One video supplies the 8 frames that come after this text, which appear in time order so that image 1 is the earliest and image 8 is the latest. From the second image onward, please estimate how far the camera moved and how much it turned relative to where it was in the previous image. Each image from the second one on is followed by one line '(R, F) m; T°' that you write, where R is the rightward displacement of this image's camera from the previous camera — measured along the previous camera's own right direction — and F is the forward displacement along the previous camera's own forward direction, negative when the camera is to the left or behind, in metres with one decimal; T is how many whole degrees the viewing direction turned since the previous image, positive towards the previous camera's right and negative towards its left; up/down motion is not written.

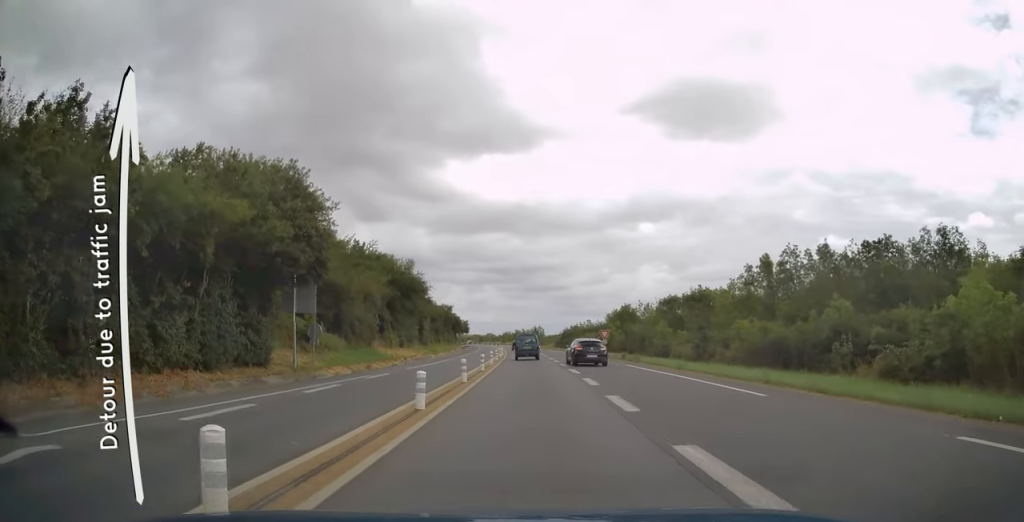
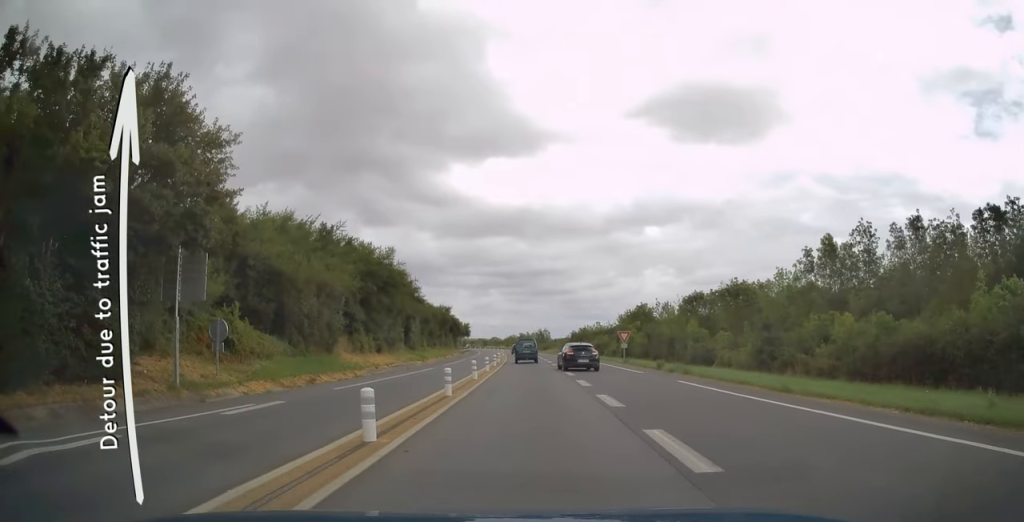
(0.0, +11.5) m; 0°
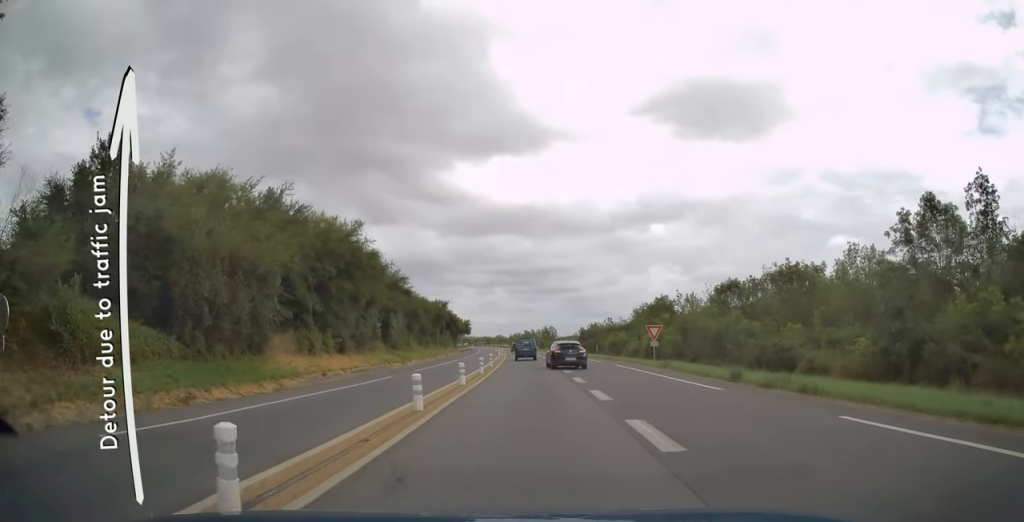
(0.0, +12.0) m; 0°
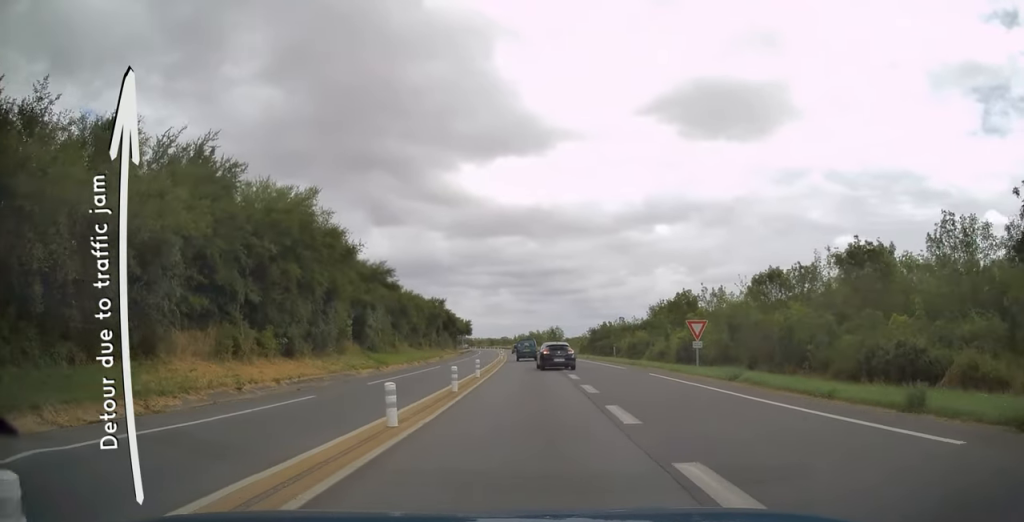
(+0.1, +10.3) m; -1°
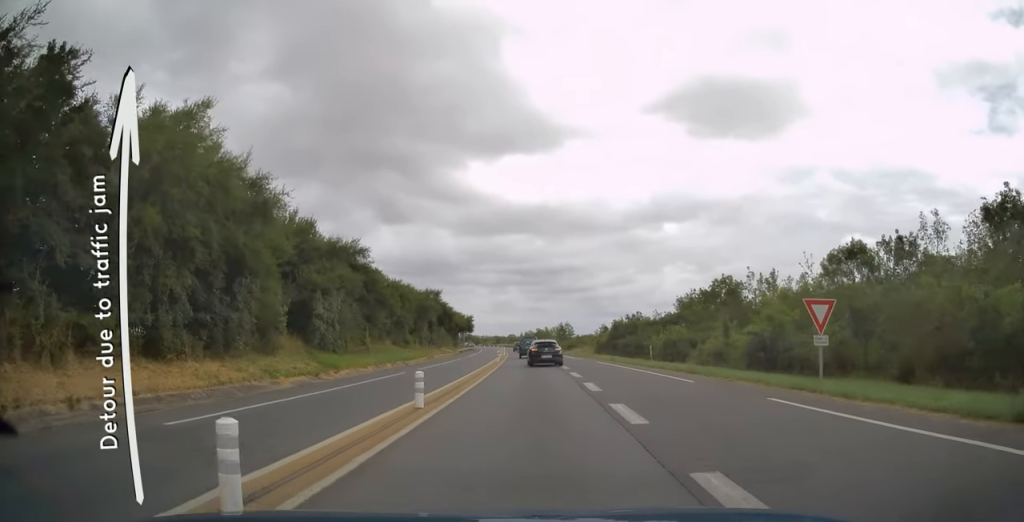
(-0.2, +14.0) m; -1°
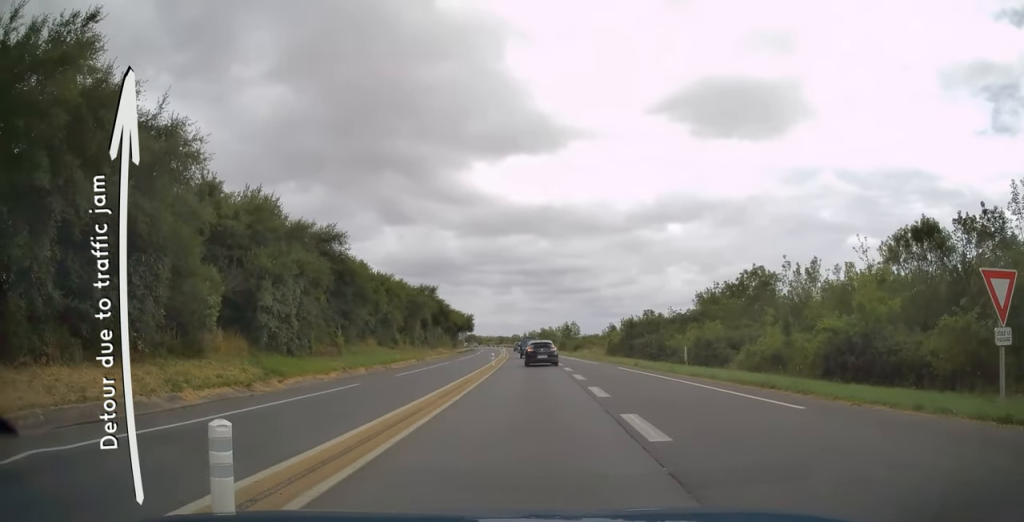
(-0.1, +8.2) m; 0°
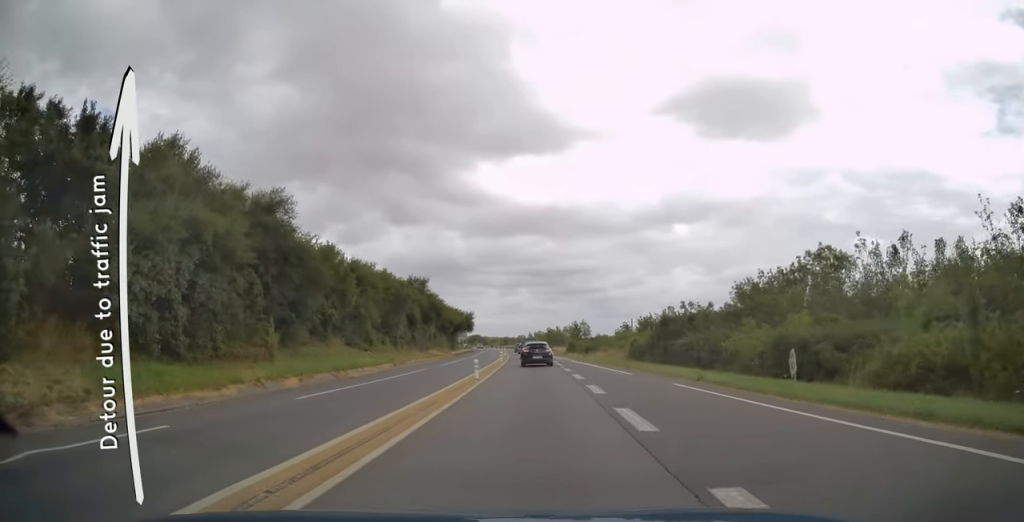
(0.0, +12.5) m; -1°
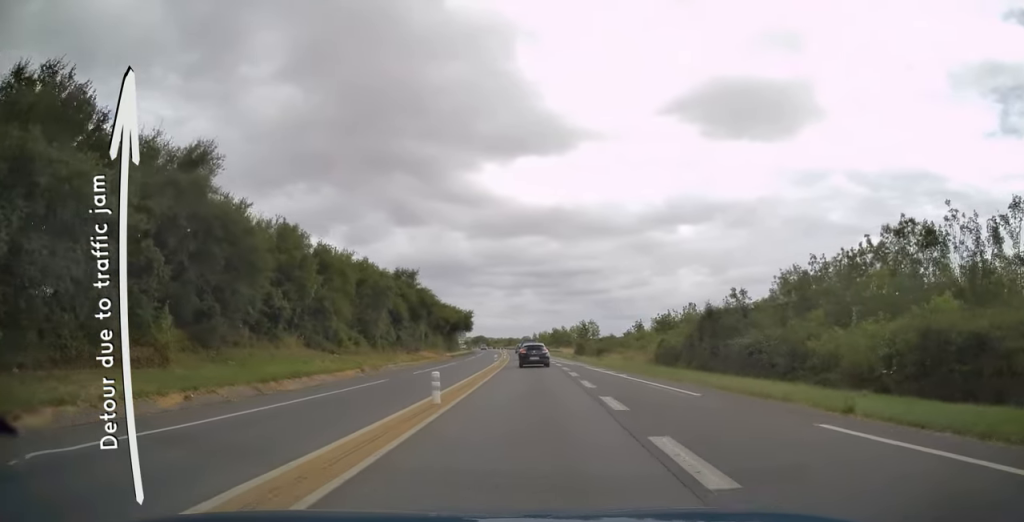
(0.0, +10.2) m; -1°
